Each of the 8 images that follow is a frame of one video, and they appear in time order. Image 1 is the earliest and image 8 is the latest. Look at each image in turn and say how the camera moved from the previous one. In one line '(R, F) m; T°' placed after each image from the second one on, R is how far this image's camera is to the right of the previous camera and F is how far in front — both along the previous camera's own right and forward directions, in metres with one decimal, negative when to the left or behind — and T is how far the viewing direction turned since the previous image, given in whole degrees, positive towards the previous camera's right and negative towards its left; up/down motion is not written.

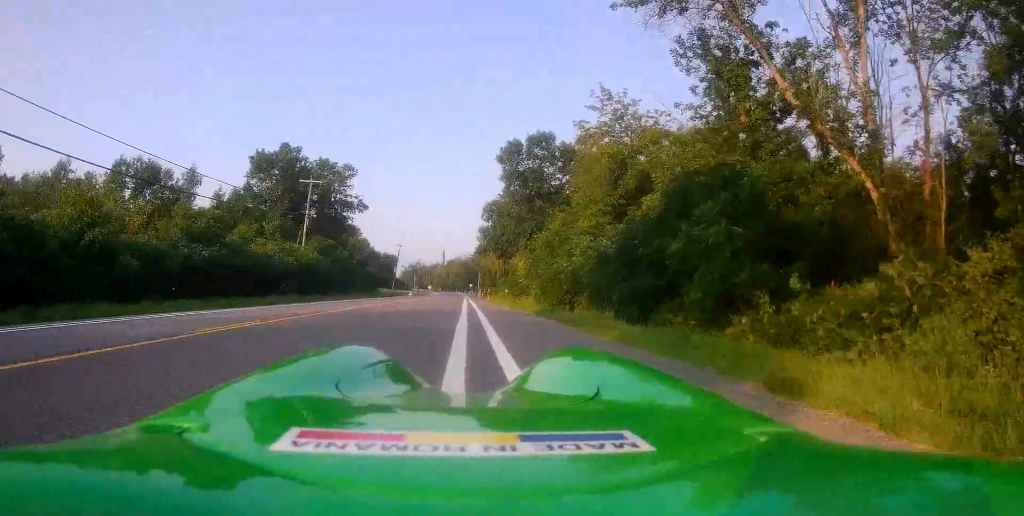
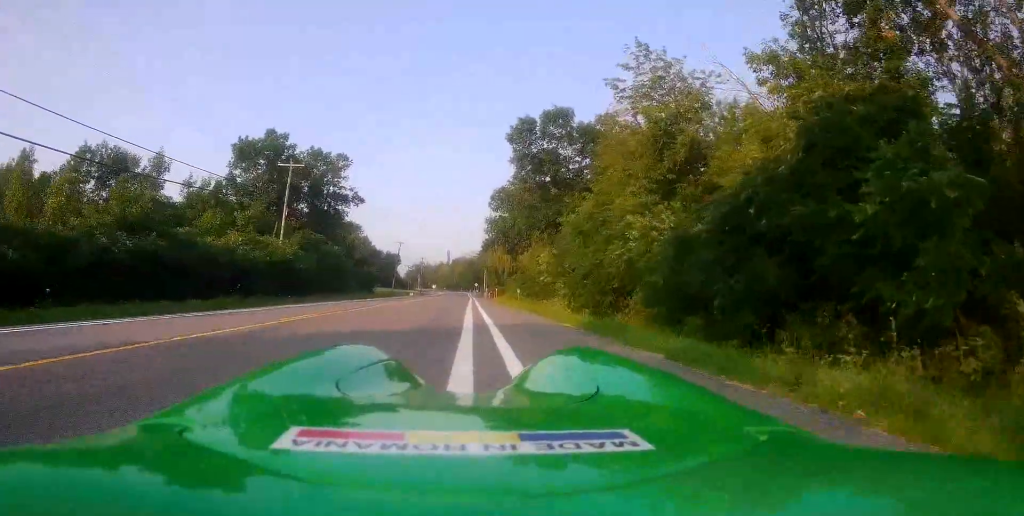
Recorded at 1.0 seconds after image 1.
(-0.2, +8.2) m; +1°
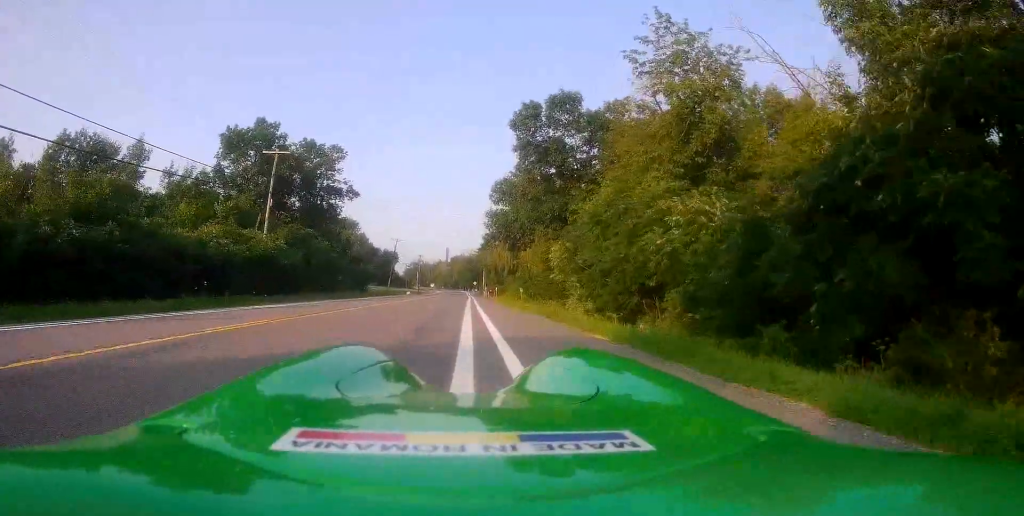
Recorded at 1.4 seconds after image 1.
(0.0, +3.6) m; +2°
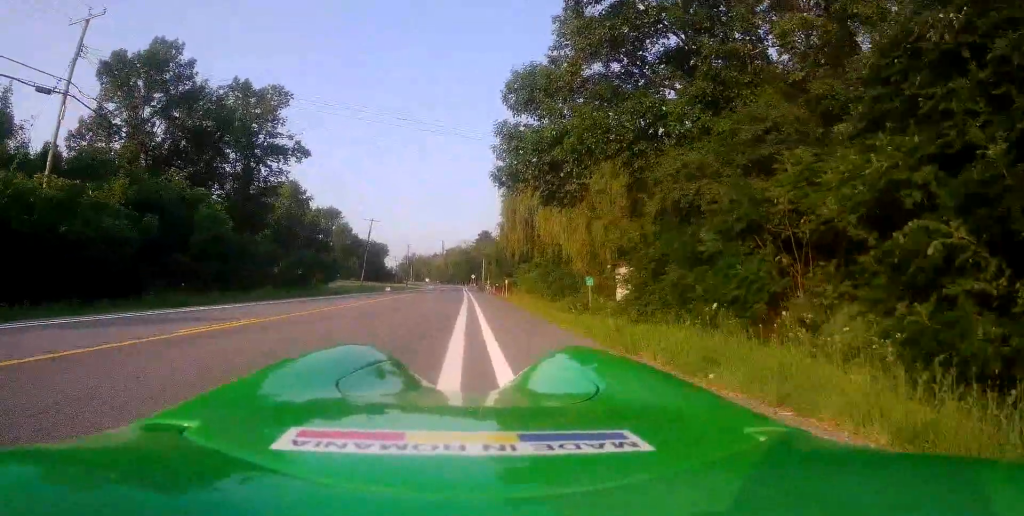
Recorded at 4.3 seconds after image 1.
(-0.4, +24.7) m; +2°
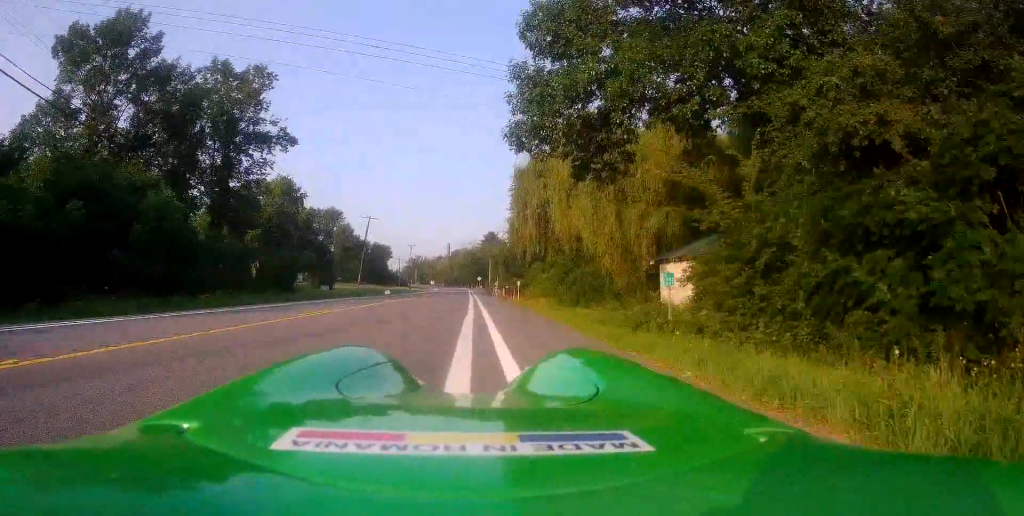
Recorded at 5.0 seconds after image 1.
(-0.3, +6.4) m; 0°
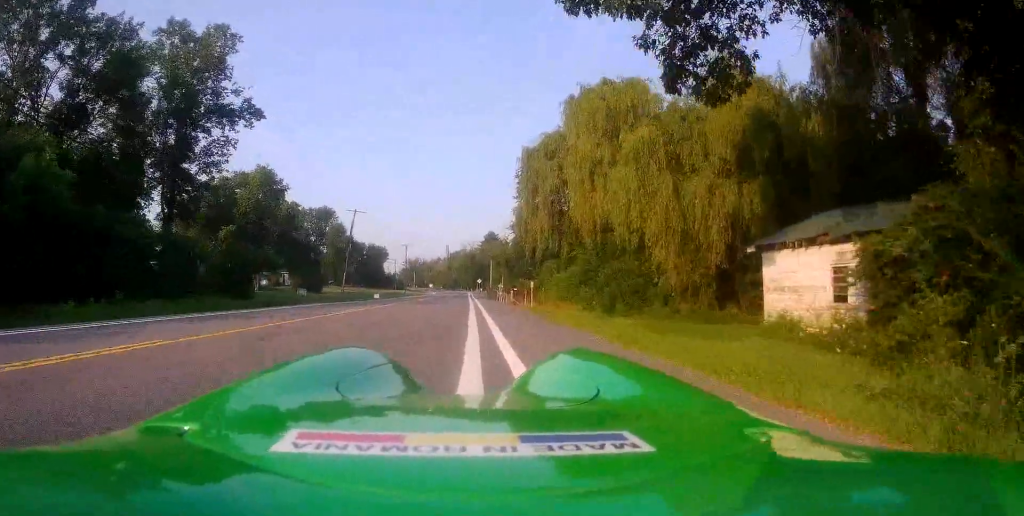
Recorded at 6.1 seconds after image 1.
(+0.2, +9.4) m; -2°
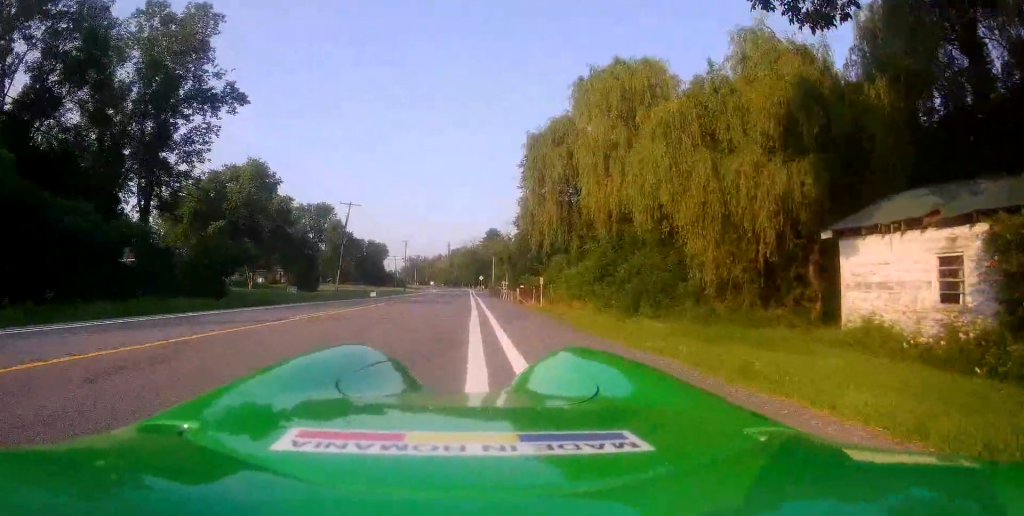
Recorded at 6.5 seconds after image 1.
(+0.1, +3.7) m; -1°
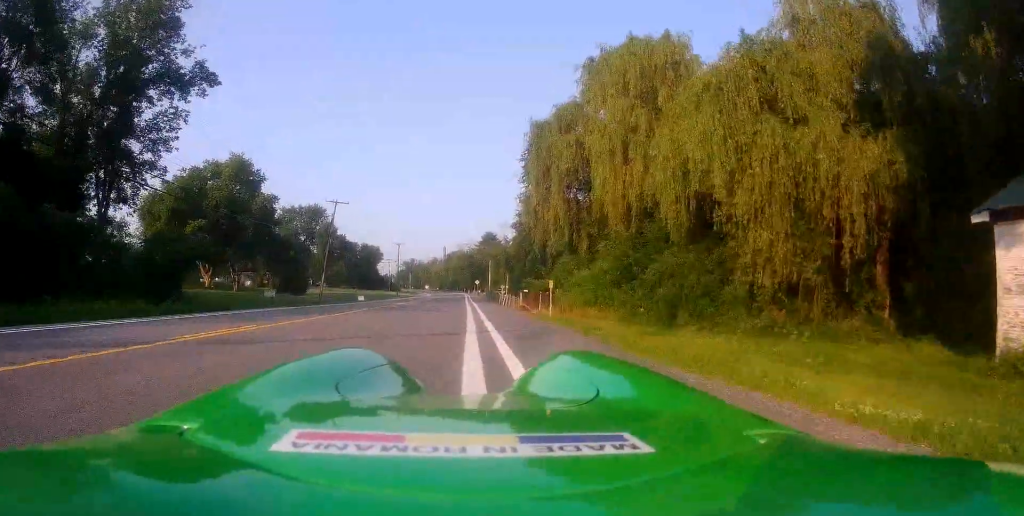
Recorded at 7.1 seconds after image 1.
(-0.5, +5.1) m; -1°
